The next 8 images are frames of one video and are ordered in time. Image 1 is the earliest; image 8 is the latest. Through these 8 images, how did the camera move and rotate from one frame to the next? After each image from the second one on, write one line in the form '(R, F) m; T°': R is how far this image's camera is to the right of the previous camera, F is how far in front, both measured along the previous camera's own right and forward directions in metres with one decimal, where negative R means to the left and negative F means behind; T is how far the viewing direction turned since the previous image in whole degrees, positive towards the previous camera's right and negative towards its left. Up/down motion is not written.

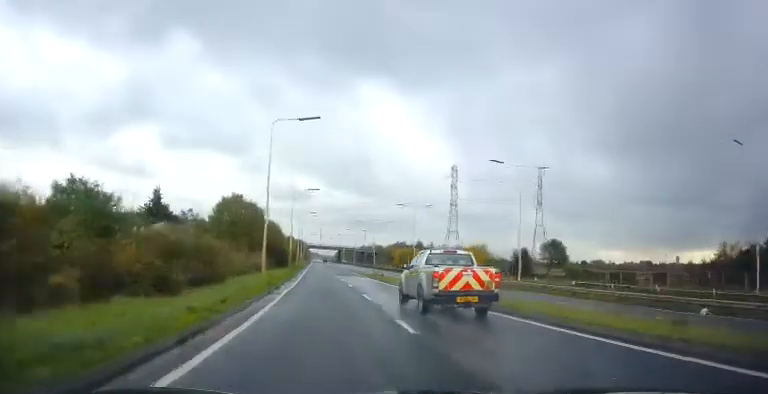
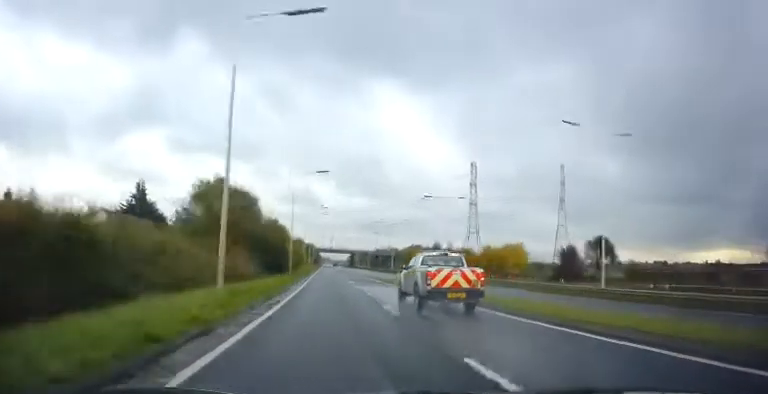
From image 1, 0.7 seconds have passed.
(-0.1, +13.8) m; -1°
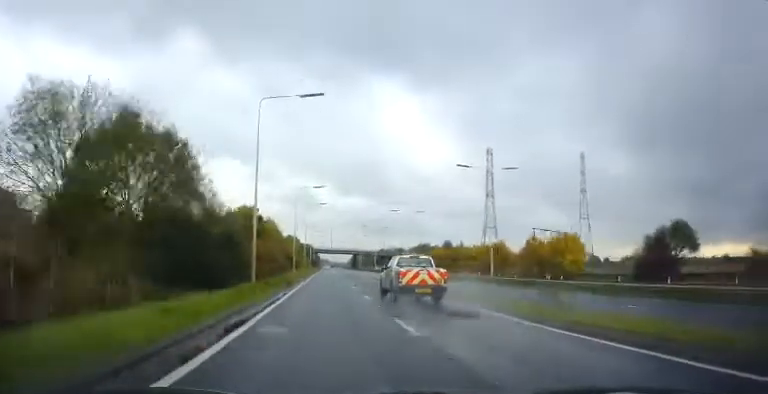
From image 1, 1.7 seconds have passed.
(0.0, +21.6) m; 0°
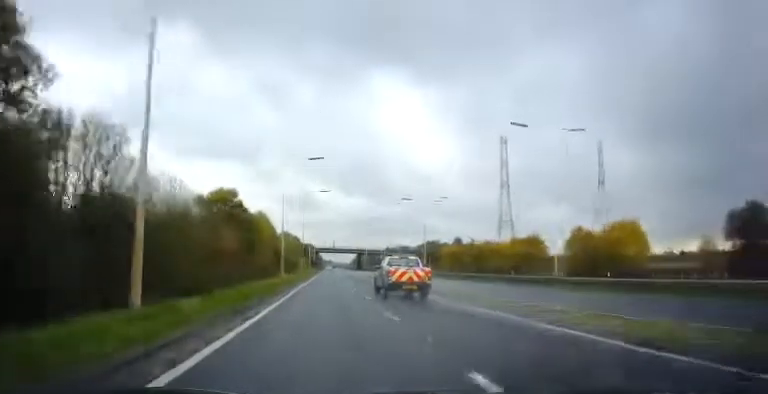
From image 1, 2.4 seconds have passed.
(+0.1, +14.6) m; -1°
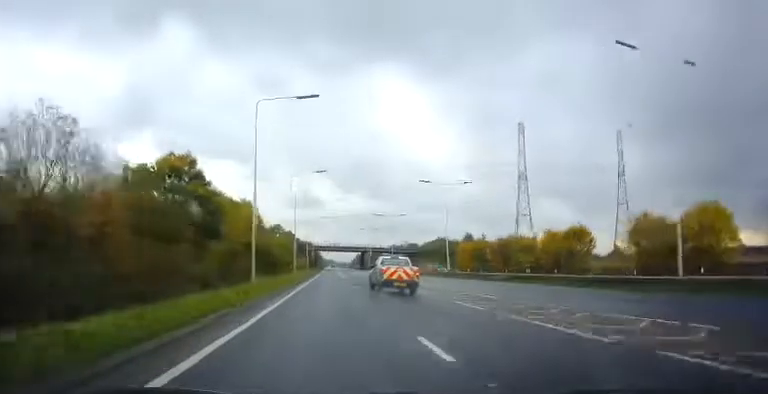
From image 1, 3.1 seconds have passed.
(-0.2, +14.7) m; 0°
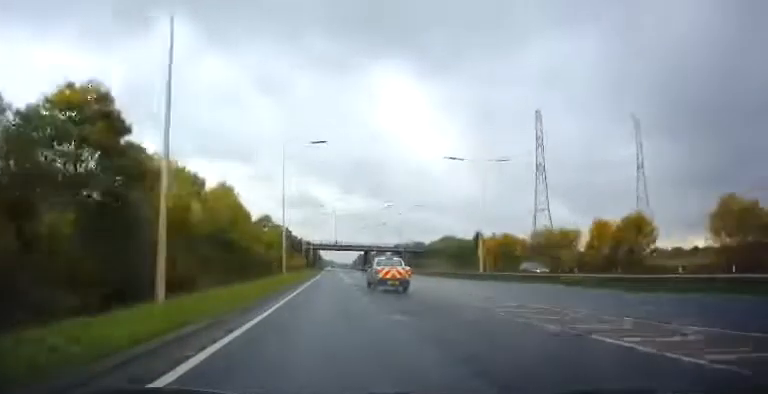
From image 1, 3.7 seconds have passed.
(0.0, +13.3) m; 0°
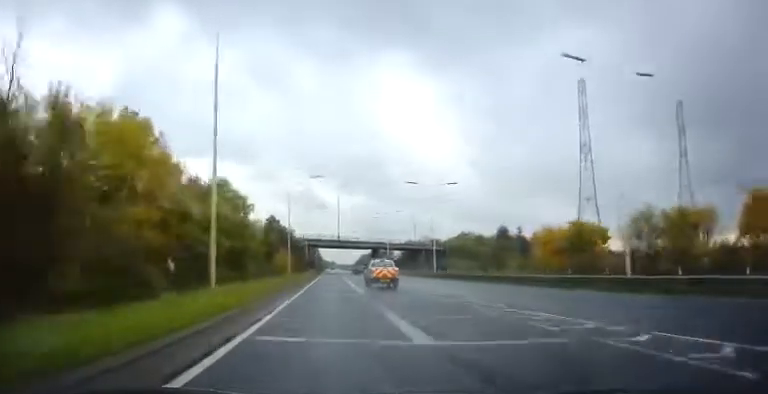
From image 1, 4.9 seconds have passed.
(+0.1, +25.4) m; 0°
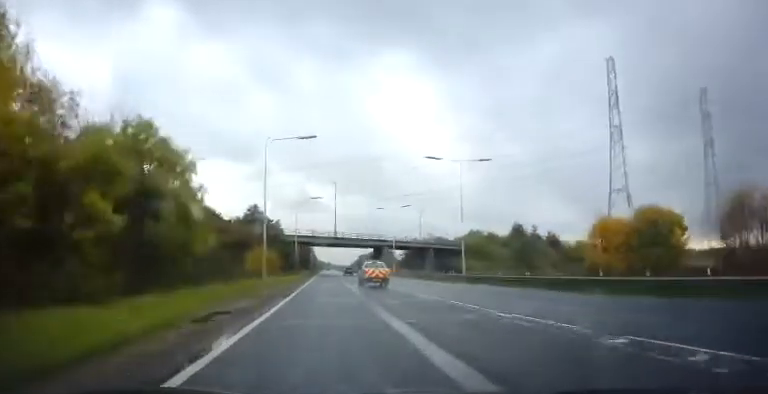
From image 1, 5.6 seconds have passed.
(-0.1, +14.9) m; 0°
